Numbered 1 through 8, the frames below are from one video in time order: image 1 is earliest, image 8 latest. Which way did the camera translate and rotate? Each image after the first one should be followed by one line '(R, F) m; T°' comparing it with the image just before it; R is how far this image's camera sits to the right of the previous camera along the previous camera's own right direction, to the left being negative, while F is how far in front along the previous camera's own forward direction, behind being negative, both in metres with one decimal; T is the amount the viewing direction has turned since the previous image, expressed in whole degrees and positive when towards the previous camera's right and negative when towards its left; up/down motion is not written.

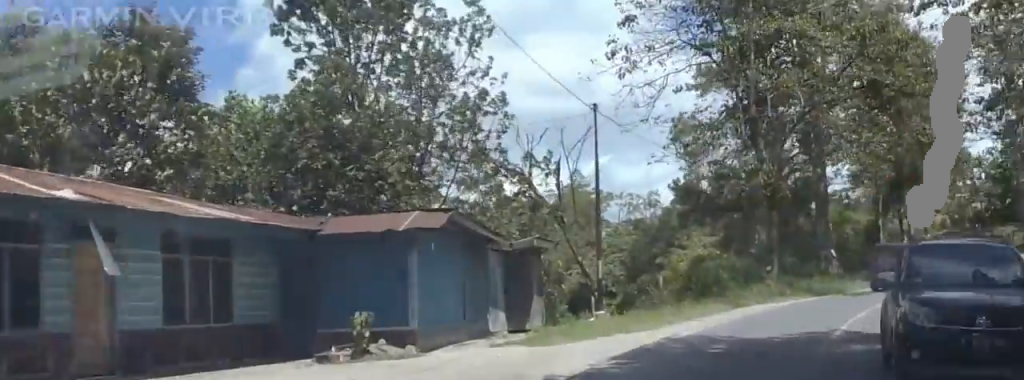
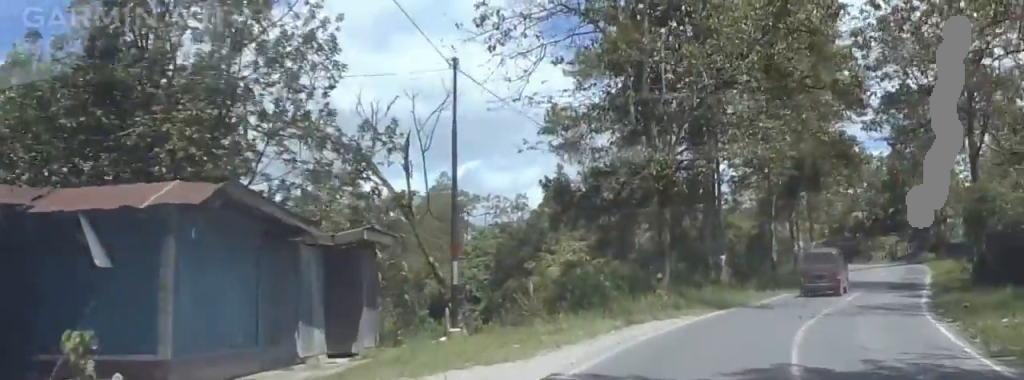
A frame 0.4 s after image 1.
(+0.8, +5.6) m; +9°
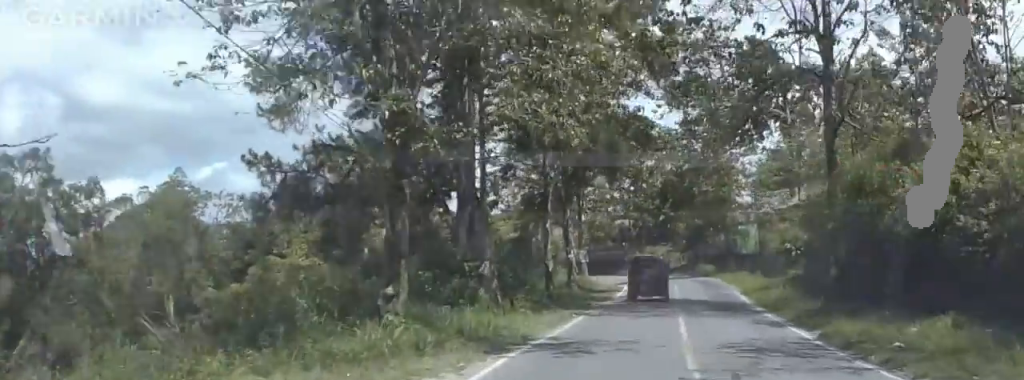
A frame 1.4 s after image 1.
(+2.7, +12.1) m; +13°
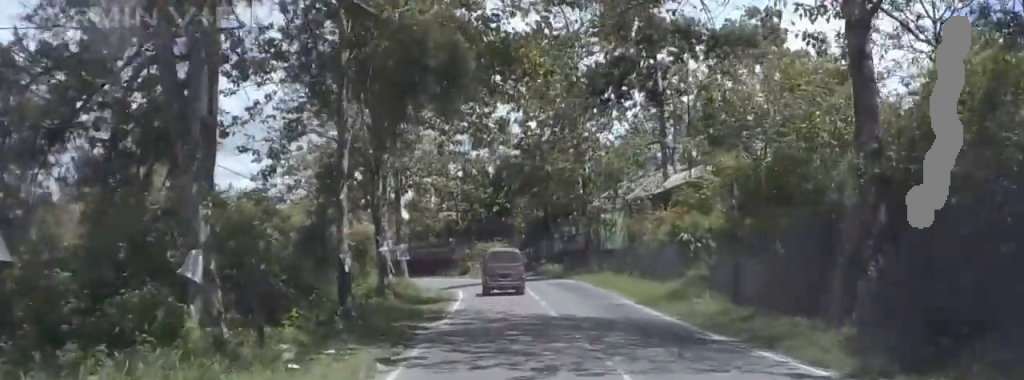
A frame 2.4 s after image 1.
(+0.1, +14.7) m; +2°
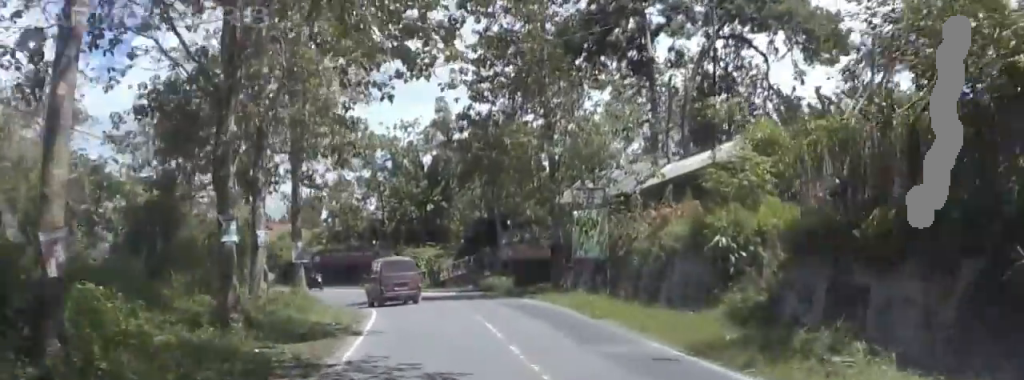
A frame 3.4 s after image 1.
(+0.4, +13.8) m; +4°
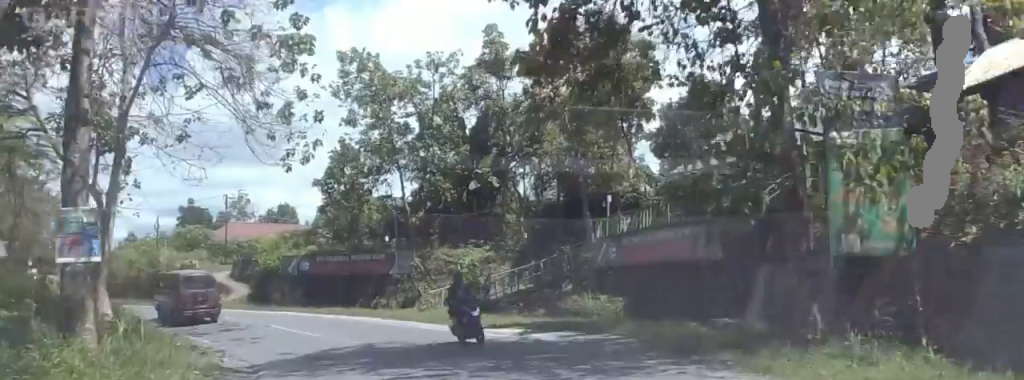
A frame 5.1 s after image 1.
(+1.1, +23.3) m; -1°
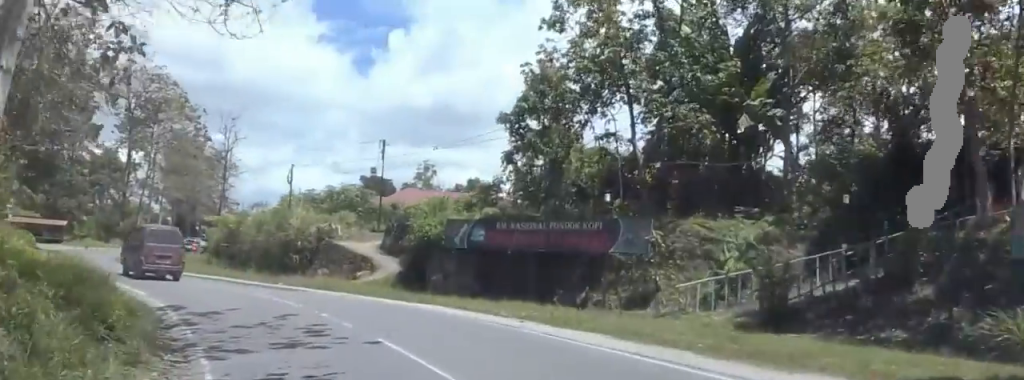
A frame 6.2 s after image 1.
(-1.2, +16.0) m; -10°
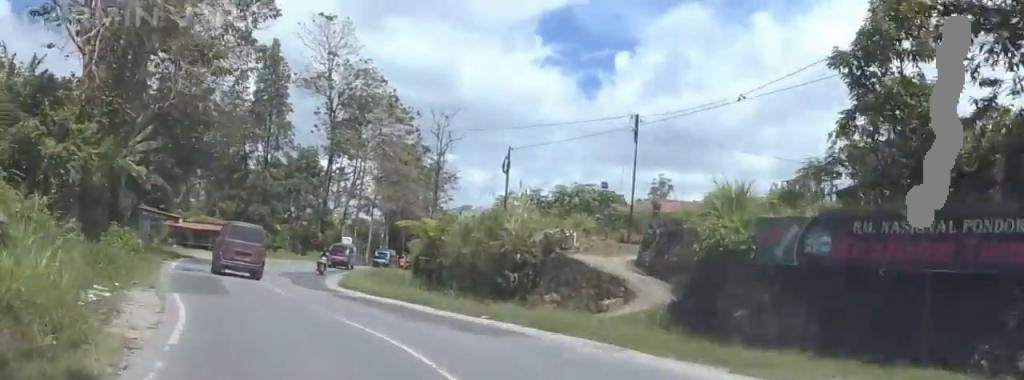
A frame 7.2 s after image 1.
(-1.0, +13.1) m; -12°
